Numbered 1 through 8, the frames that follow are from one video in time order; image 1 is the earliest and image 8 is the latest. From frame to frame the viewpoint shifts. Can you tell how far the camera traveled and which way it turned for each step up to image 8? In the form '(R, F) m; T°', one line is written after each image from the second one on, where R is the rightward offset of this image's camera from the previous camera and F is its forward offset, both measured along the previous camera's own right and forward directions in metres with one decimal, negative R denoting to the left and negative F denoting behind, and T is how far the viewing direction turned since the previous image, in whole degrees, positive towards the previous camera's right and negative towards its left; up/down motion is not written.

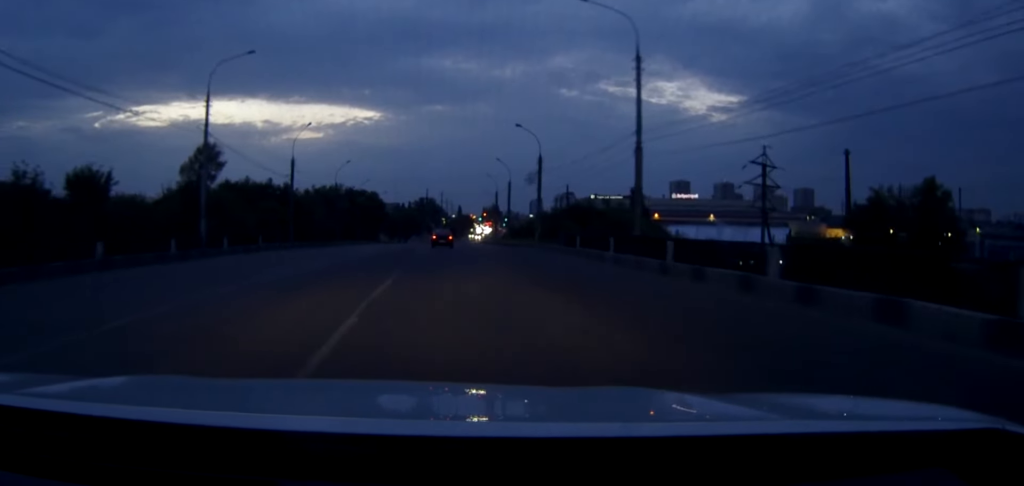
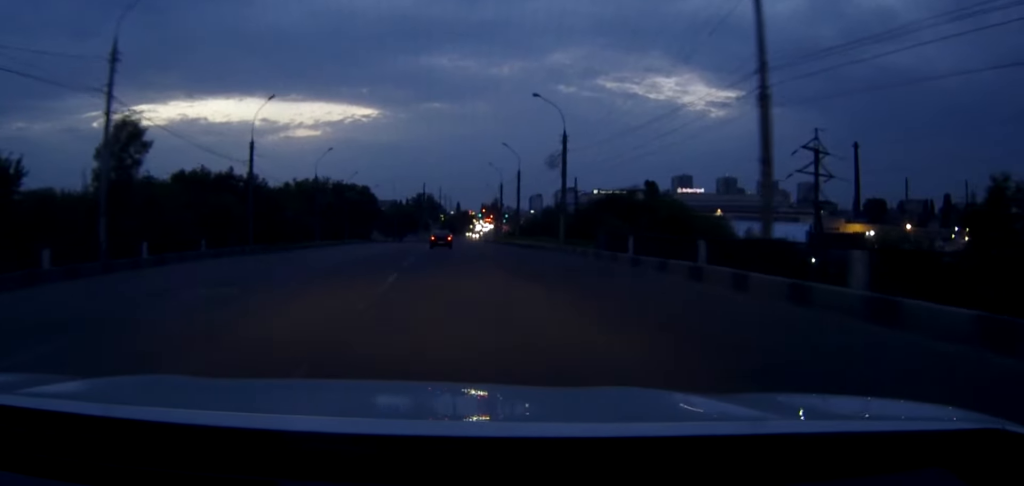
(0.0, +15.1) m; 0°
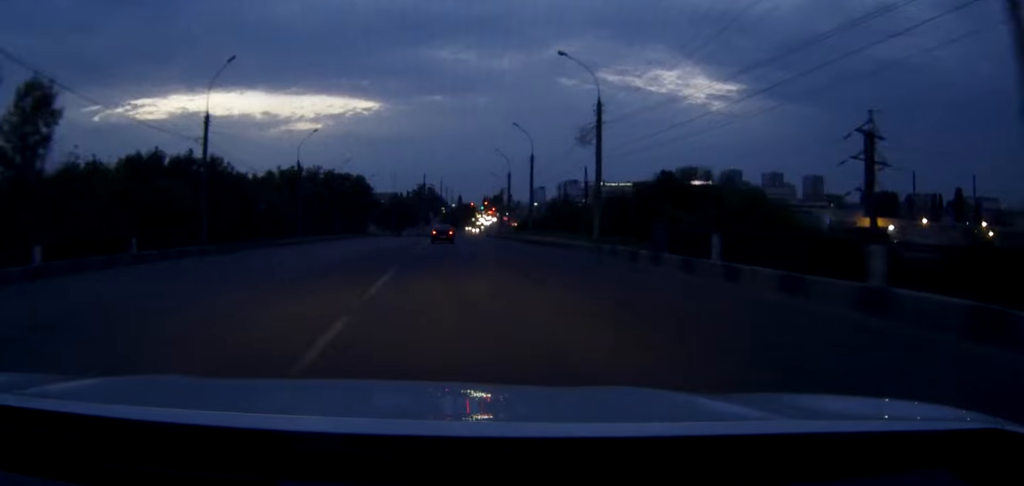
(0.0, +11.8) m; 0°
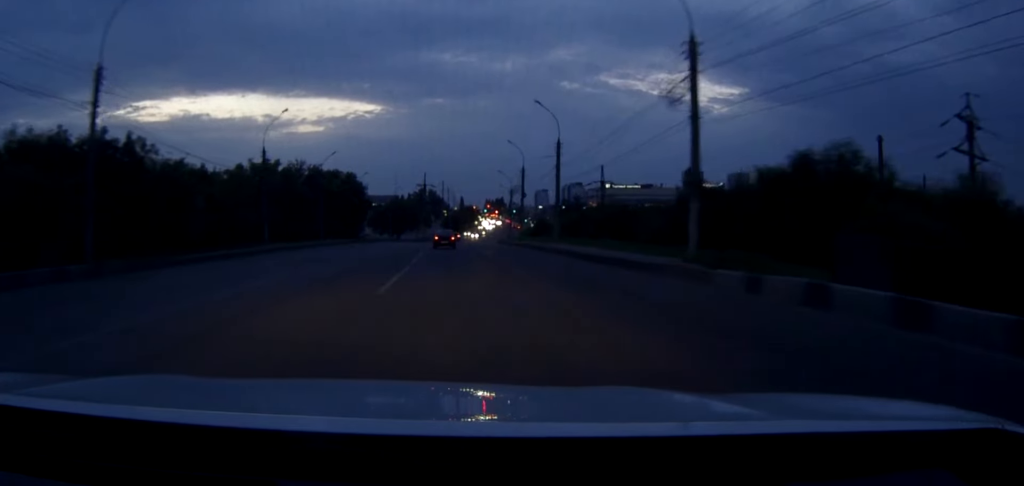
(0.0, +16.2) m; 0°
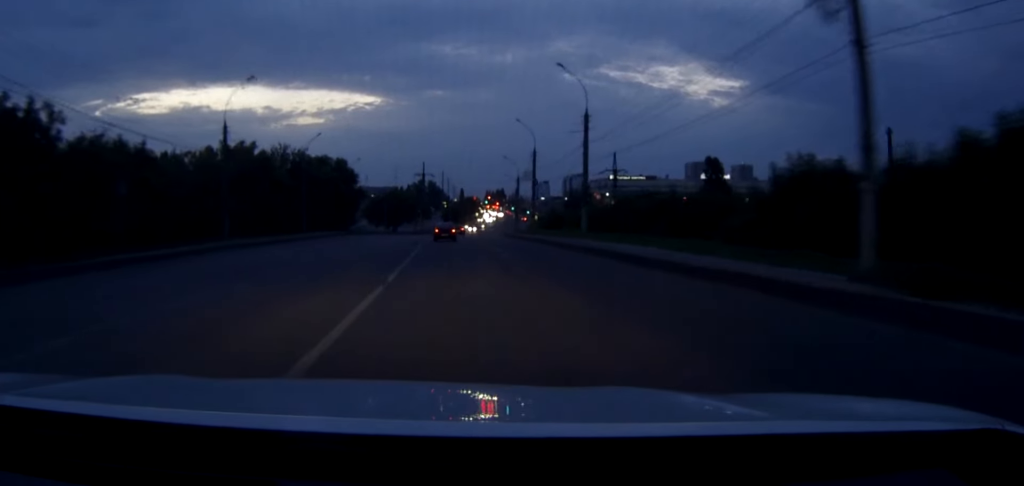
(0.0, +11.5) m; 0°
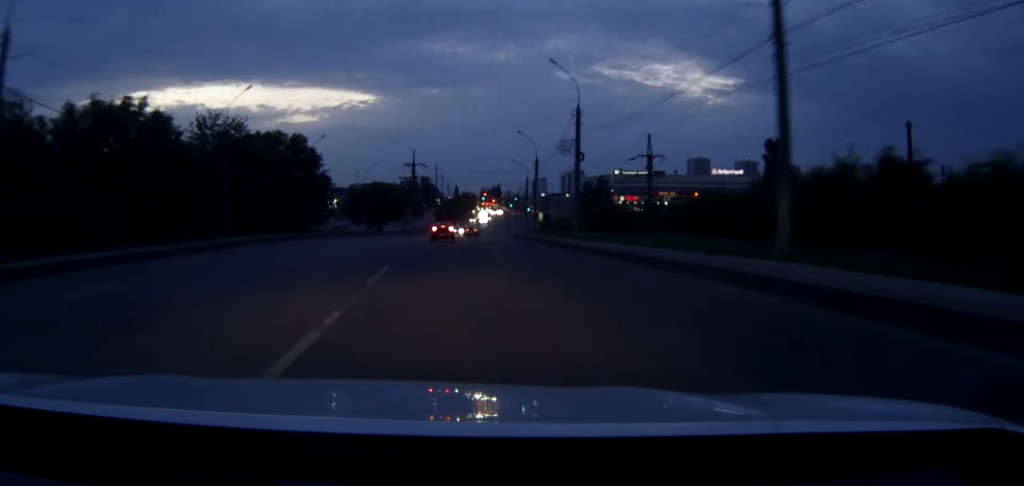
(+0.1, +29.0) m; 0°
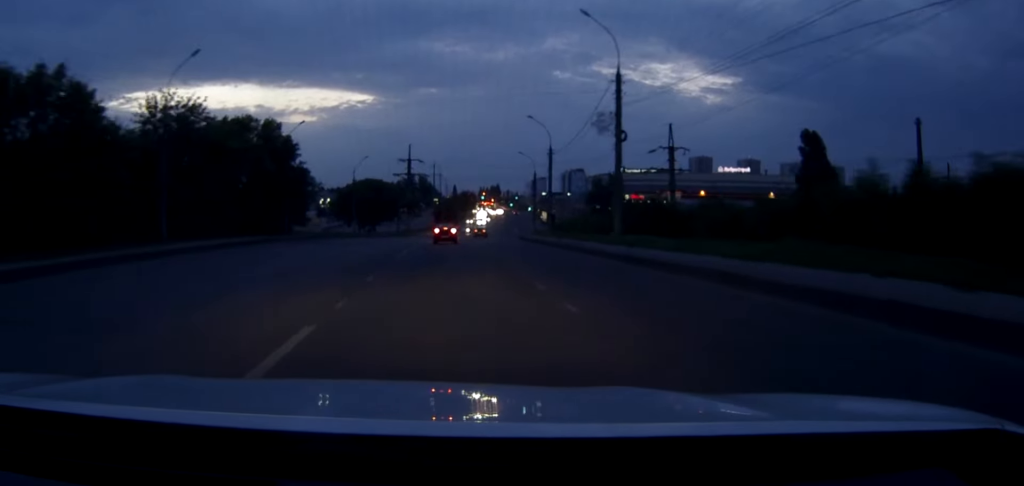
(0.0, +12.5) m; 0°
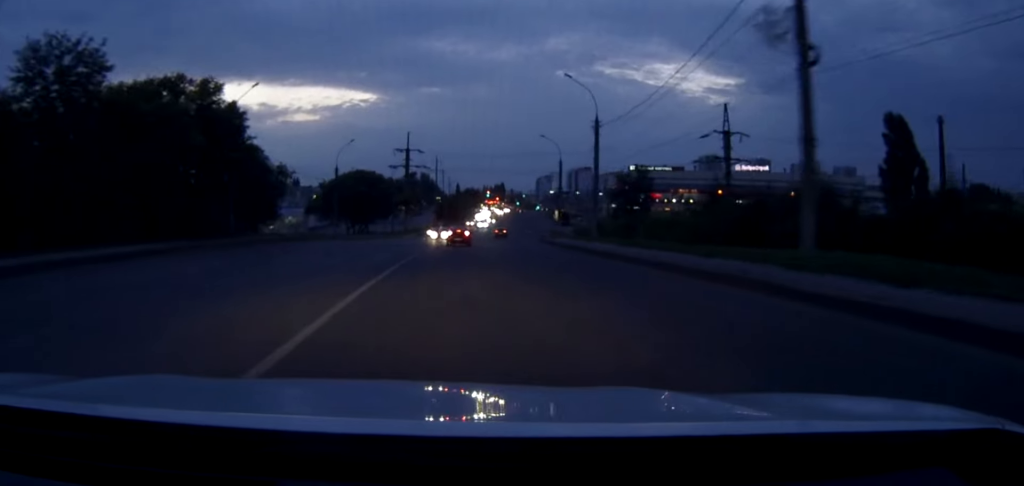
(+0.1, +20.5) m; 0°
